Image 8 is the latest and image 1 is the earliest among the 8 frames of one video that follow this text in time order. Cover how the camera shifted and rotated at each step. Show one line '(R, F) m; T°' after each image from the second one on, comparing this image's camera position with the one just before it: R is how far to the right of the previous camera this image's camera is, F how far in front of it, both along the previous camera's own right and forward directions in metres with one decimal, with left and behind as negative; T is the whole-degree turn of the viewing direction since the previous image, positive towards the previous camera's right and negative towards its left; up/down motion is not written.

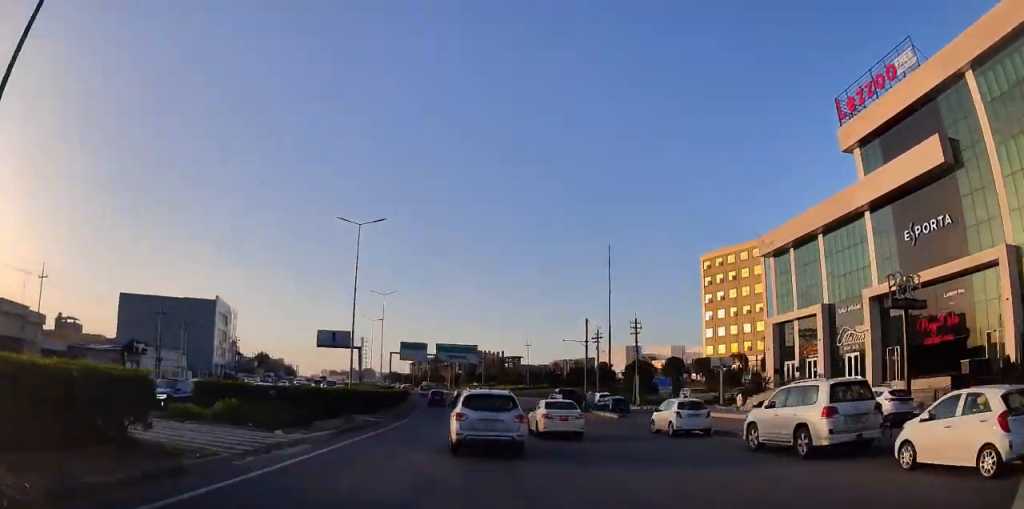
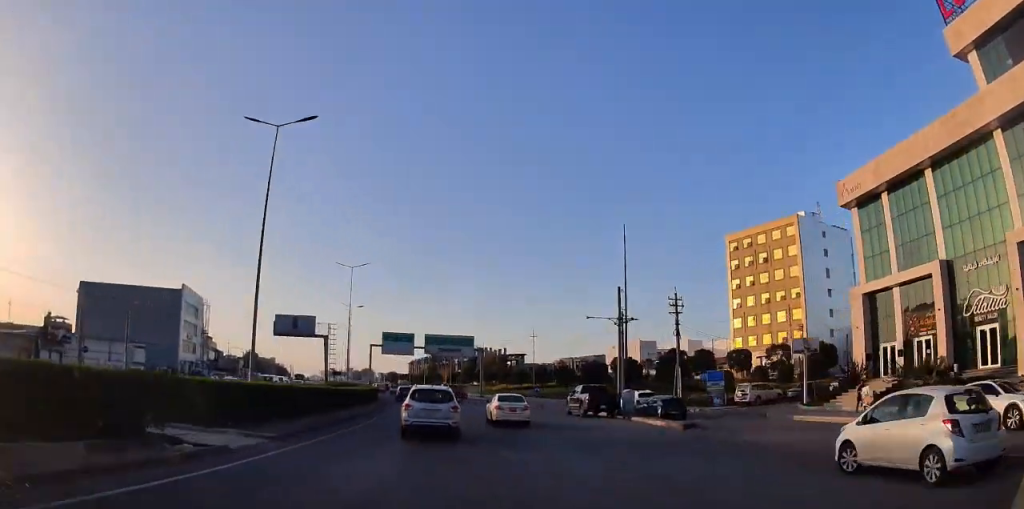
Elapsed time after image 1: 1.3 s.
(+0.4, +16.1) m; -1°
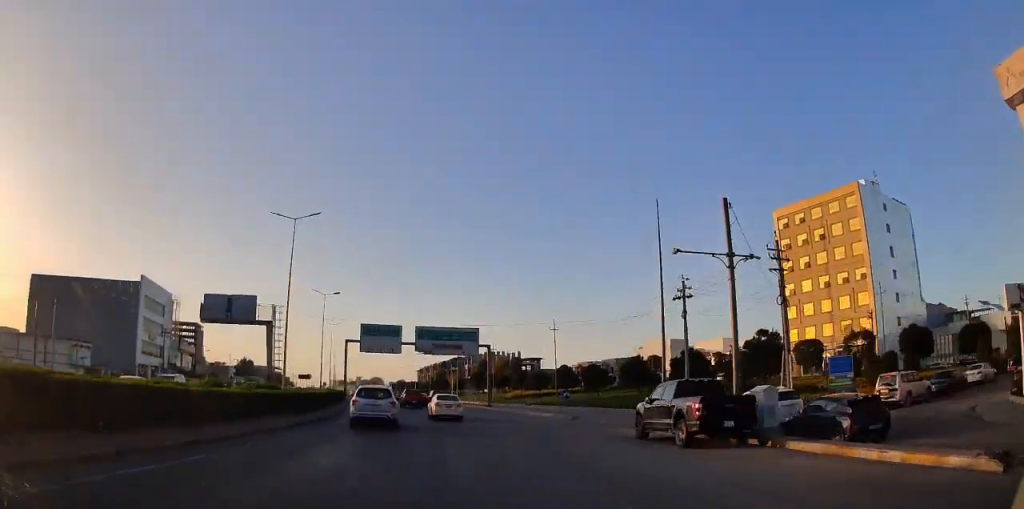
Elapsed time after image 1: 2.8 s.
(-0.6, +19.8) m; -3°
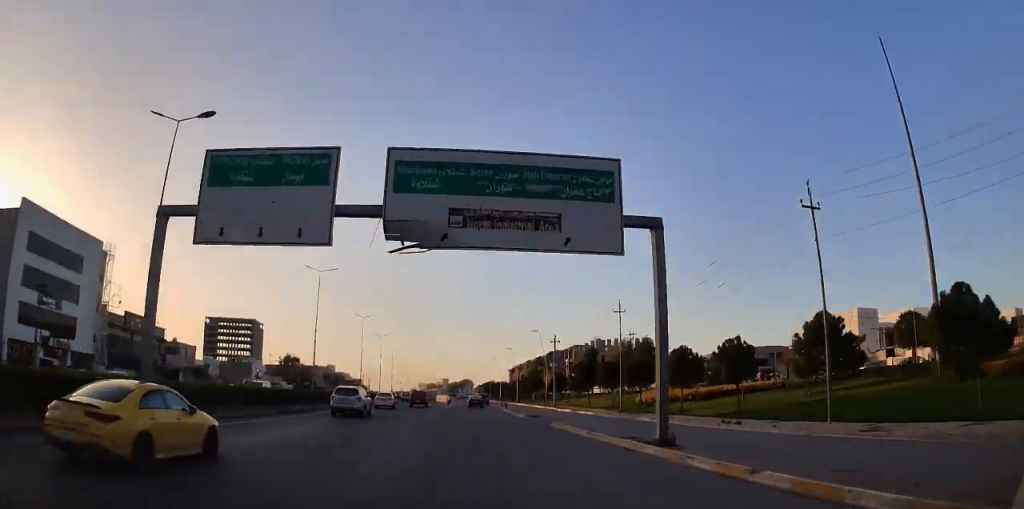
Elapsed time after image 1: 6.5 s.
(-3.4, +50.1) m; -7°
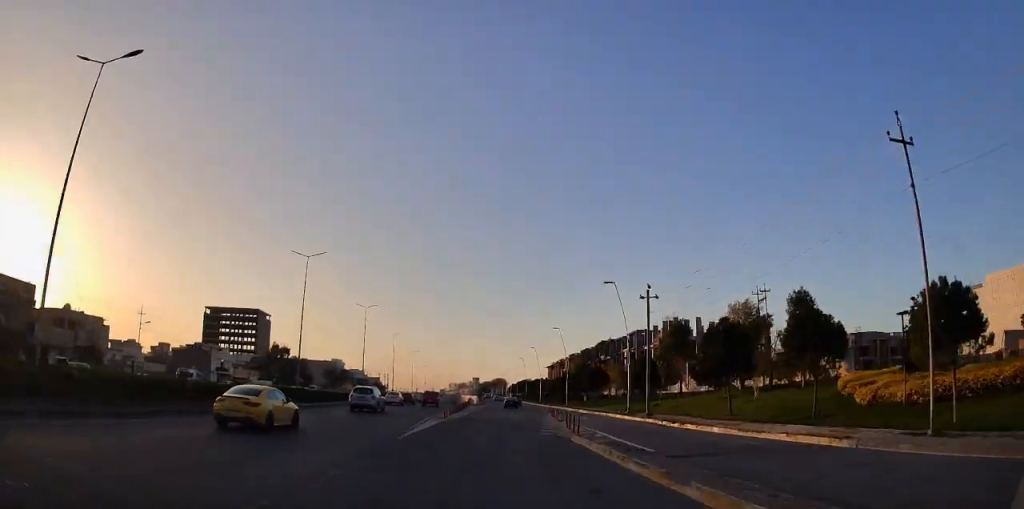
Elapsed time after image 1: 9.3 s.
(-1.4, +39.7) m; -2°
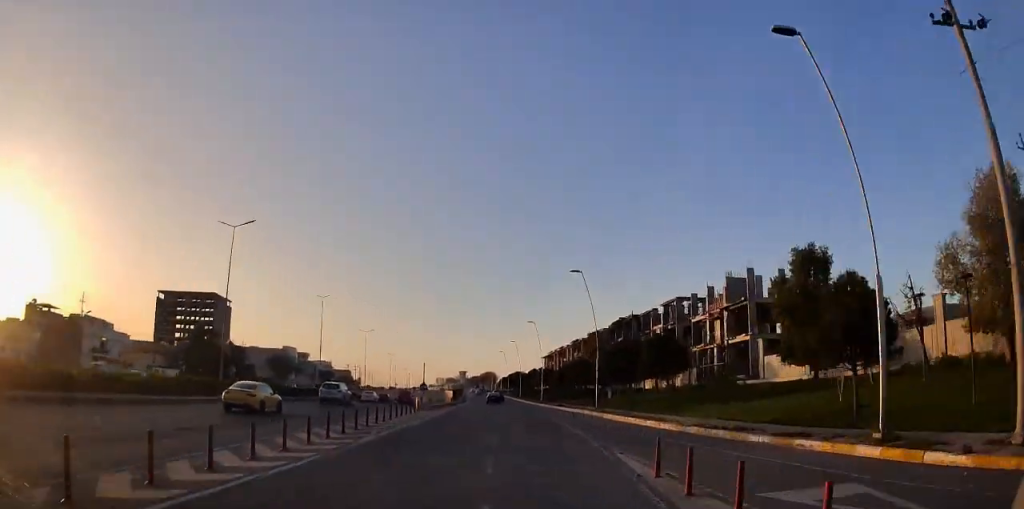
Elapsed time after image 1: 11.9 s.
(-0.1, +37.8) m; 0°
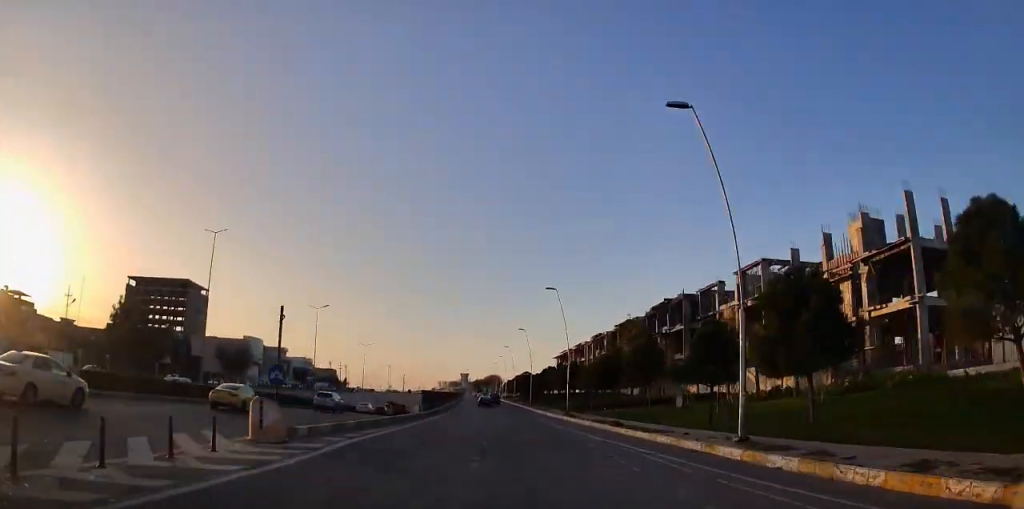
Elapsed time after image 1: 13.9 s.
(+0.1, +29.4) m; 0°
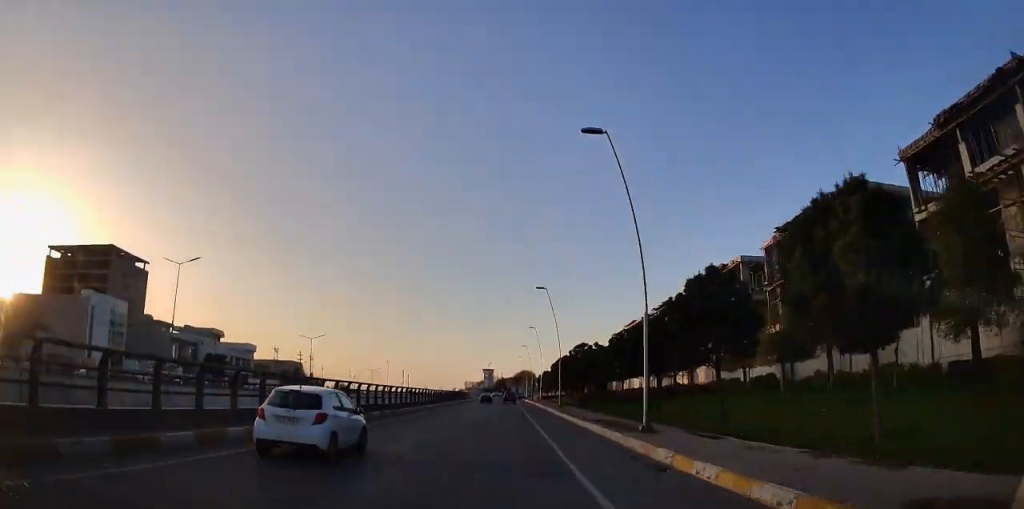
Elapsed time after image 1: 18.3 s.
(-1.3, +65.0) m; -3°
